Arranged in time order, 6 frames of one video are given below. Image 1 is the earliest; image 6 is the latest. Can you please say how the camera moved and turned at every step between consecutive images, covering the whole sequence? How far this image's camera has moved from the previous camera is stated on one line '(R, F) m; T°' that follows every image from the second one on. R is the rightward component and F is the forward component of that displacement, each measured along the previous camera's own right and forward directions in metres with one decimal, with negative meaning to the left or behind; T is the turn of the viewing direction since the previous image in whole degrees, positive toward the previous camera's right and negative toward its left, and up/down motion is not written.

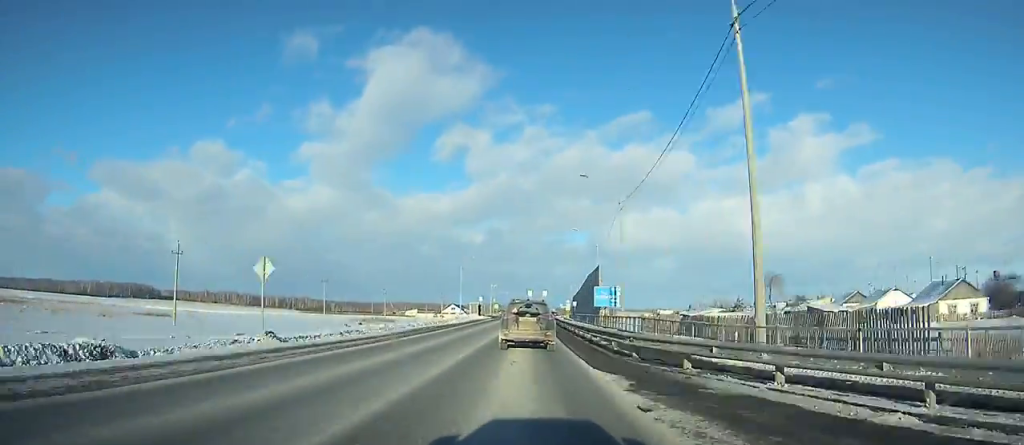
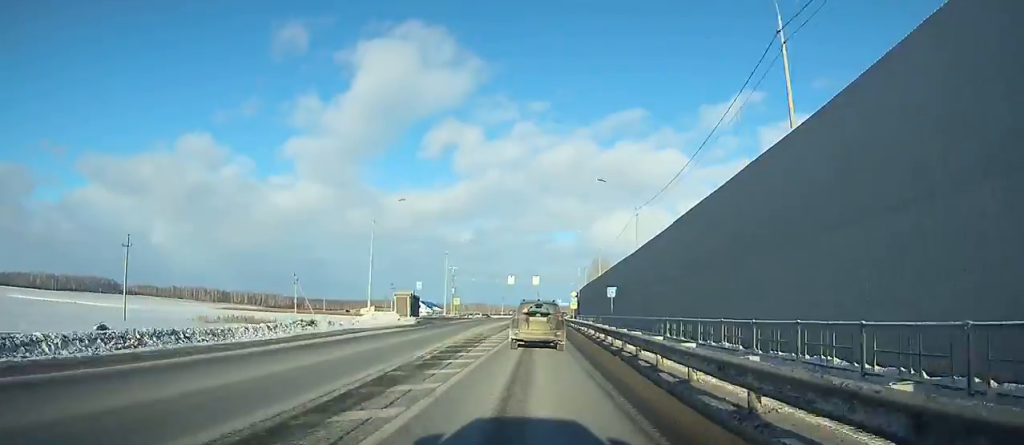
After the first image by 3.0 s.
(-0.2, +59.2) m; +1°
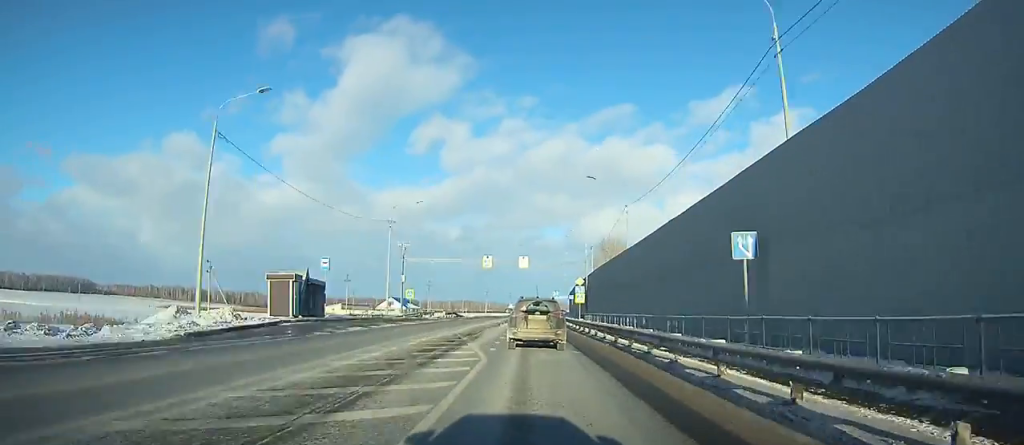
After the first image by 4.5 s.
(+0.3, +29.2) m; +1°
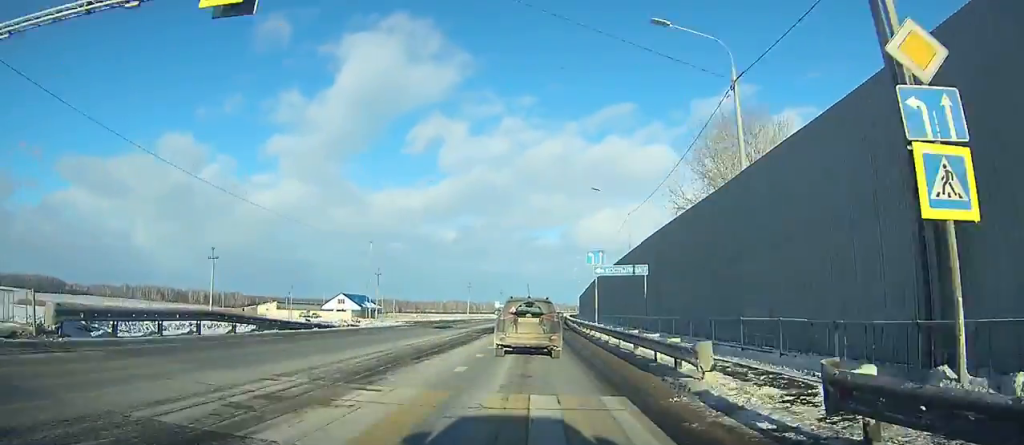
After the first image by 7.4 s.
(+1.0, +56.0) m; +2°
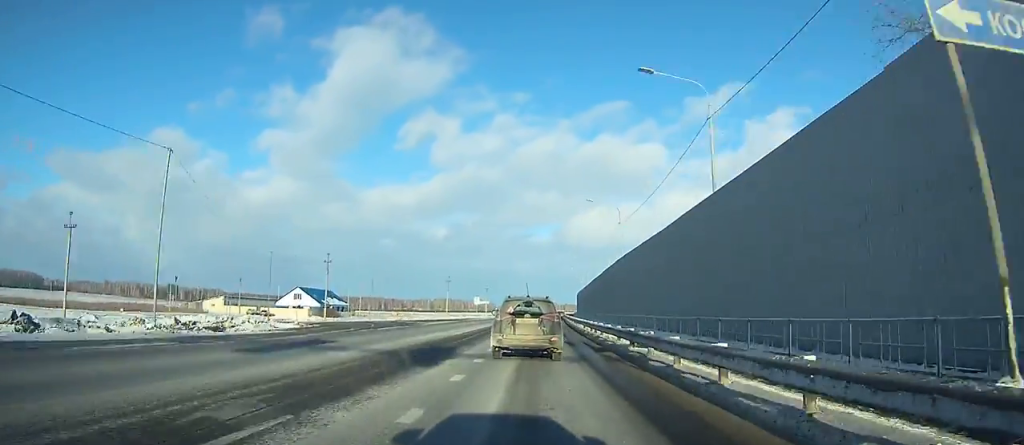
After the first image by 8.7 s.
(+0.1, +24.8) m; +1°
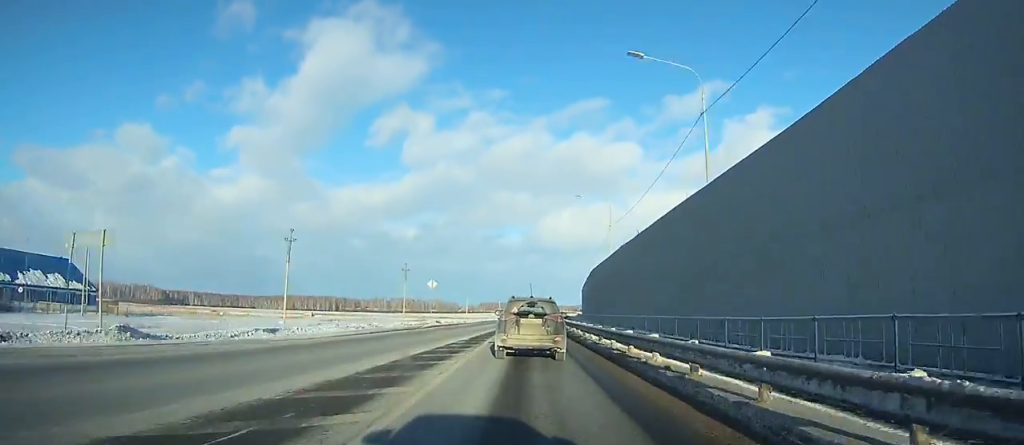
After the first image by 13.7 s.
(+2.2, +93.3) m; +3°
